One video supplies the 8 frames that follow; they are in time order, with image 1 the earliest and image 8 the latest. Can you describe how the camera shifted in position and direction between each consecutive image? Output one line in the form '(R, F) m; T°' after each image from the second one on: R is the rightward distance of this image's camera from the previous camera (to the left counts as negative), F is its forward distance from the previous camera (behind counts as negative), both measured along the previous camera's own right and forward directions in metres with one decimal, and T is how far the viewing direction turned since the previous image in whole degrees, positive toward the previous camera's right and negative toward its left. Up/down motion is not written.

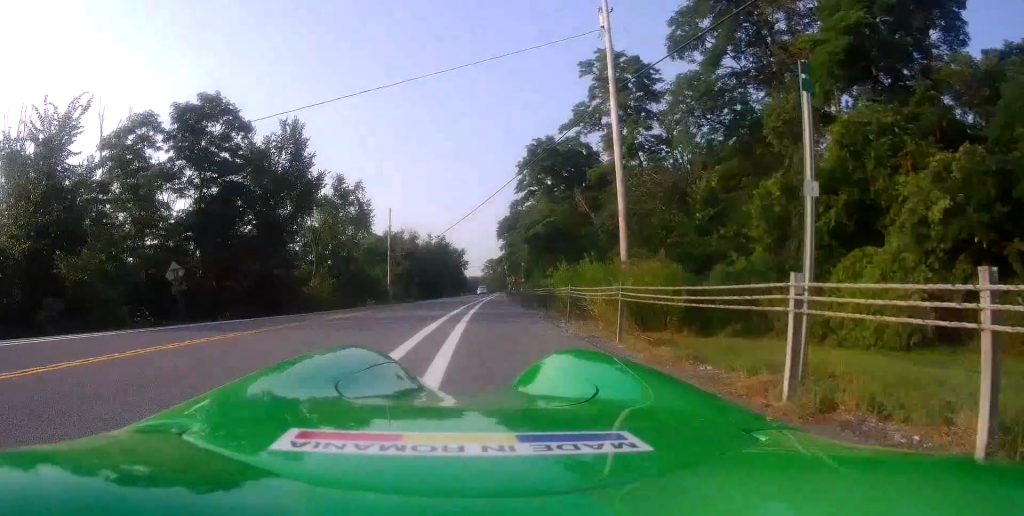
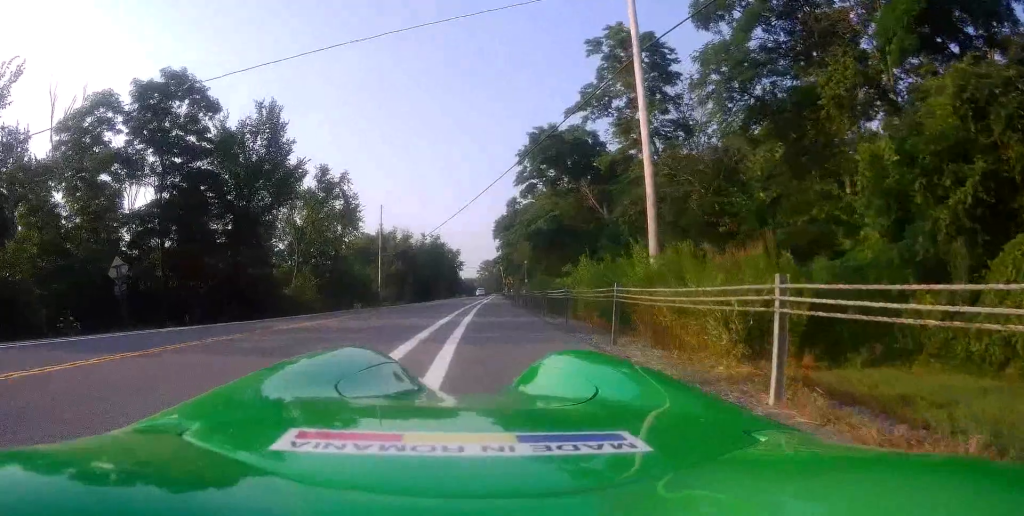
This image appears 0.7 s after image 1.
(-0.2, +4.2) m; 0°
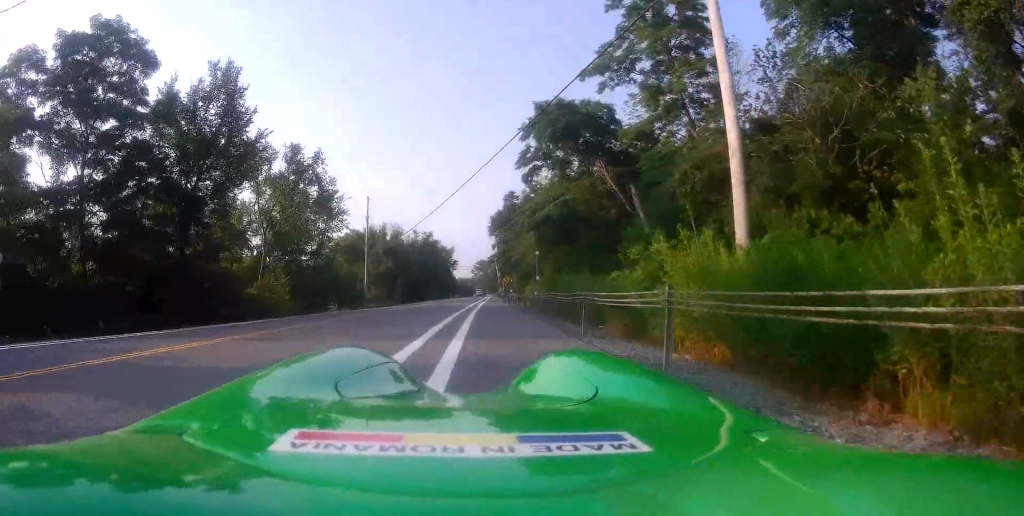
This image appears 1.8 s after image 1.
(+0.3, +6.5) m; +2°
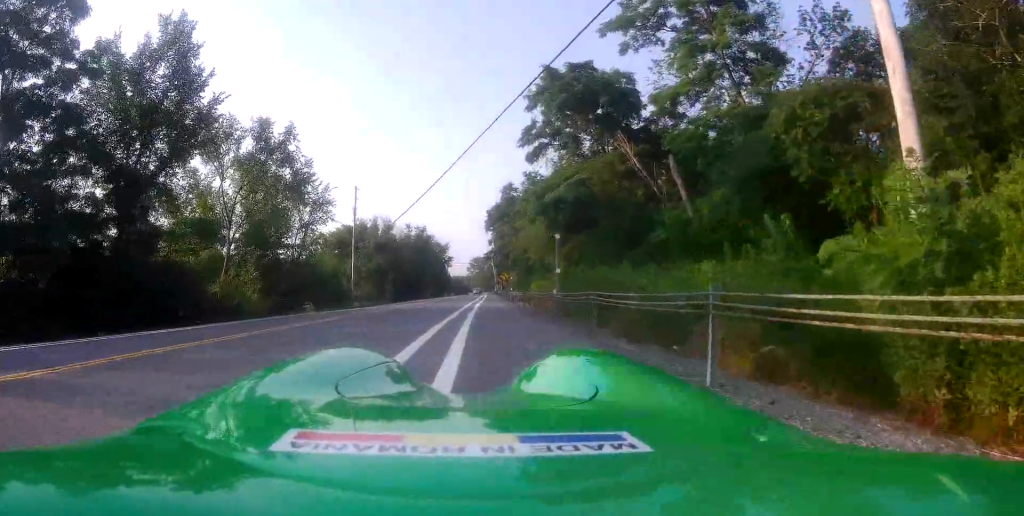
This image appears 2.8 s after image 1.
(-0.1, +5.9) m; -2°
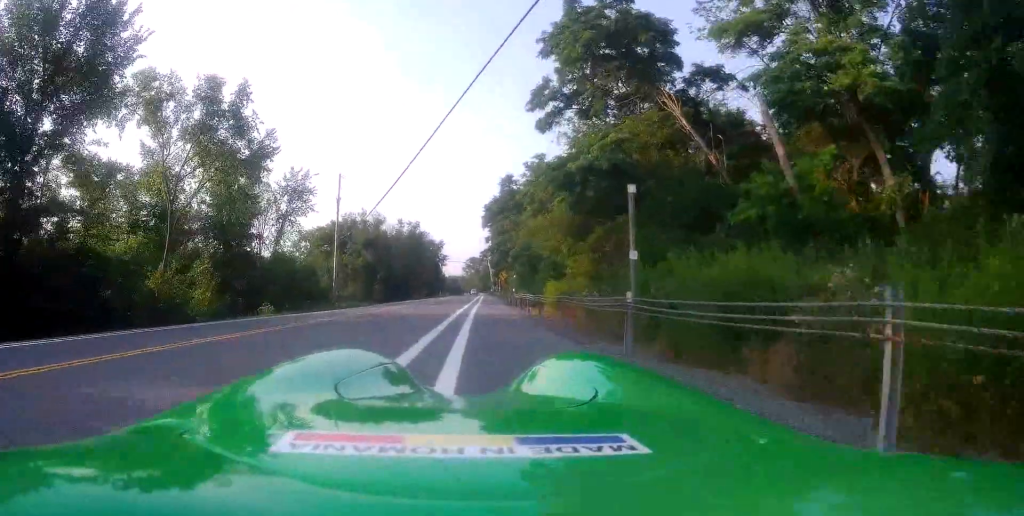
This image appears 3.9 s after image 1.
(-0.1, +6.9) m; 0°
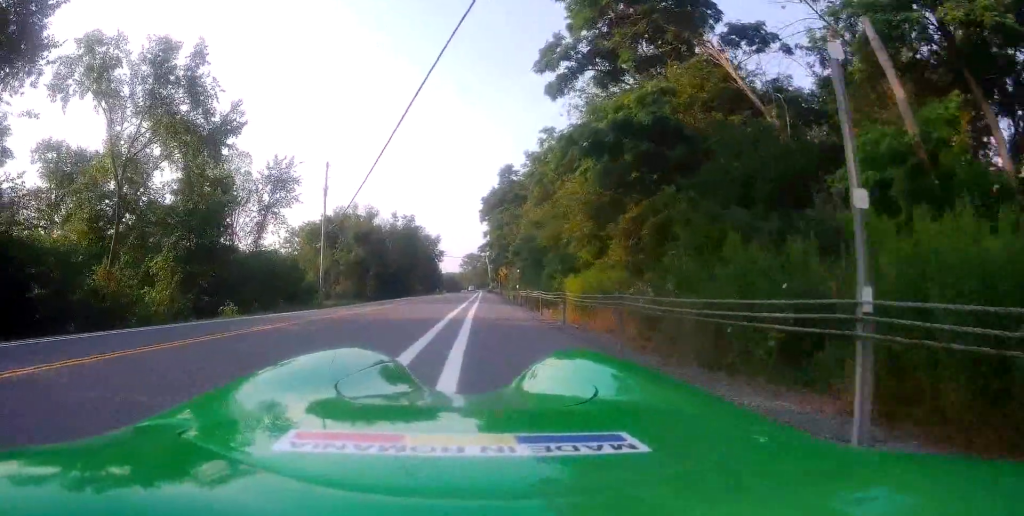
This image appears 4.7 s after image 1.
(0.0, +4.5) m; +1°
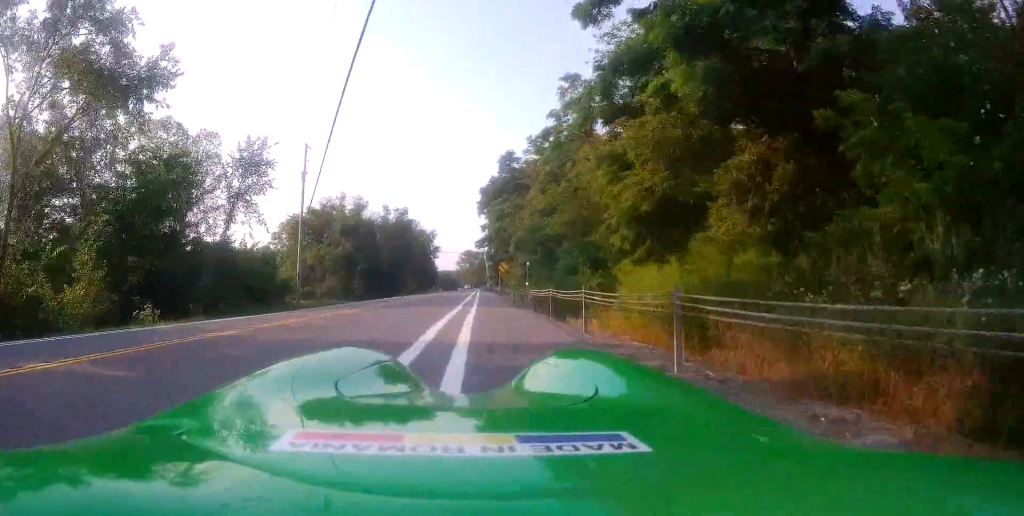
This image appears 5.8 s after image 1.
(0.0, +6.9) m; -1°
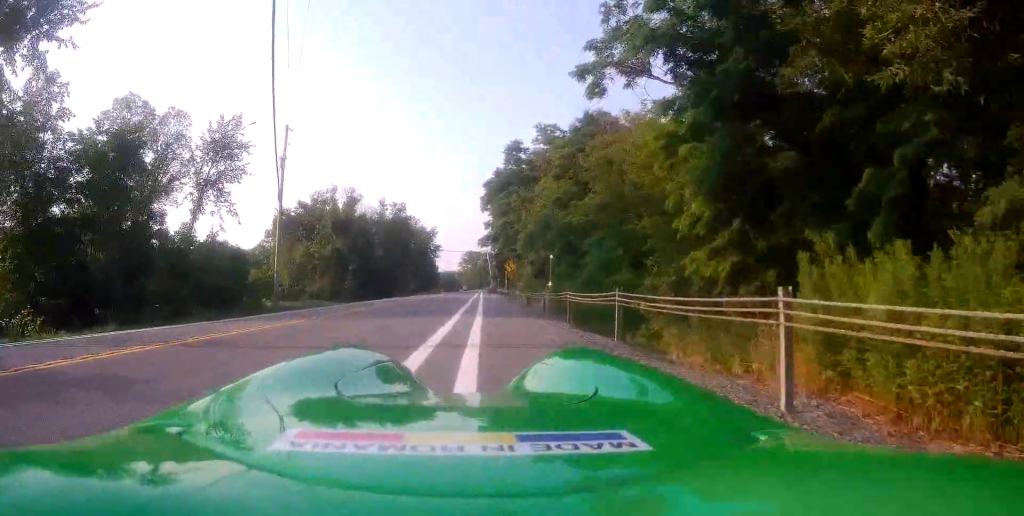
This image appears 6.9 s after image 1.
(-0.1, +6.6) m; +2°
